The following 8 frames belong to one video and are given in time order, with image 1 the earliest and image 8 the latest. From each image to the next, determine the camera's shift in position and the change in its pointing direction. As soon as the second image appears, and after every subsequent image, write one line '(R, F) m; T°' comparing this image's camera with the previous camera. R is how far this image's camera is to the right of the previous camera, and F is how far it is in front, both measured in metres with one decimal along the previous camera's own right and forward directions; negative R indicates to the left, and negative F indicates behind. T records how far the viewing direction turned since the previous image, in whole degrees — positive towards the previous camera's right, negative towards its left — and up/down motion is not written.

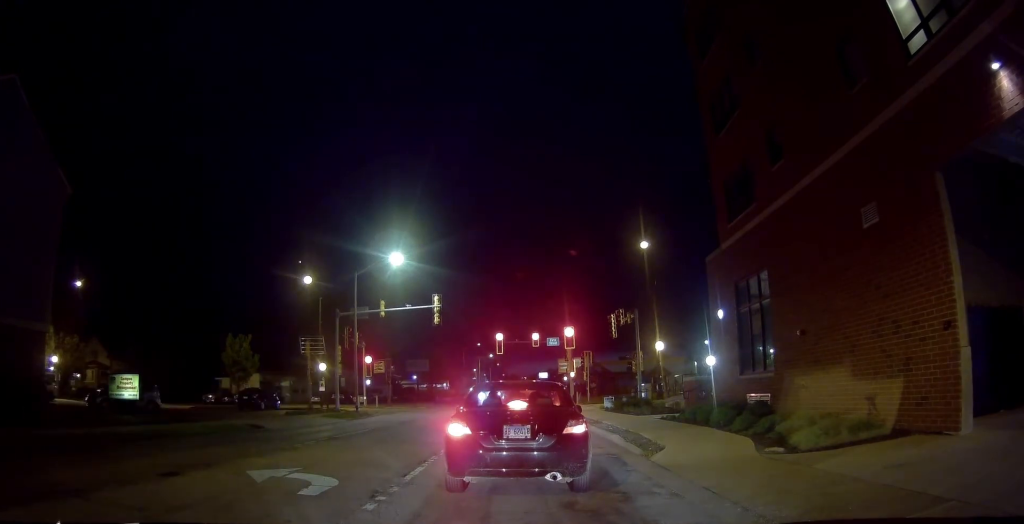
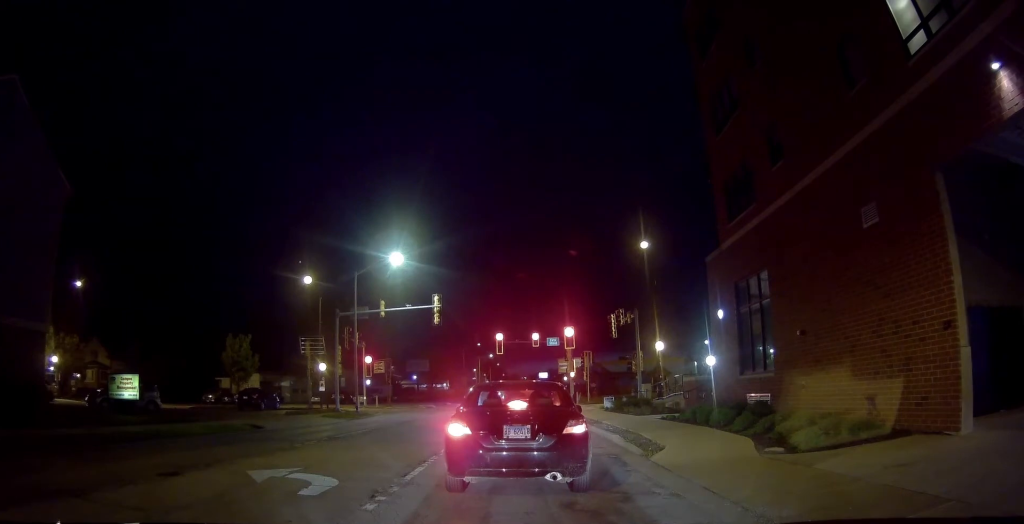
(0.0, 0.0) m; 0°
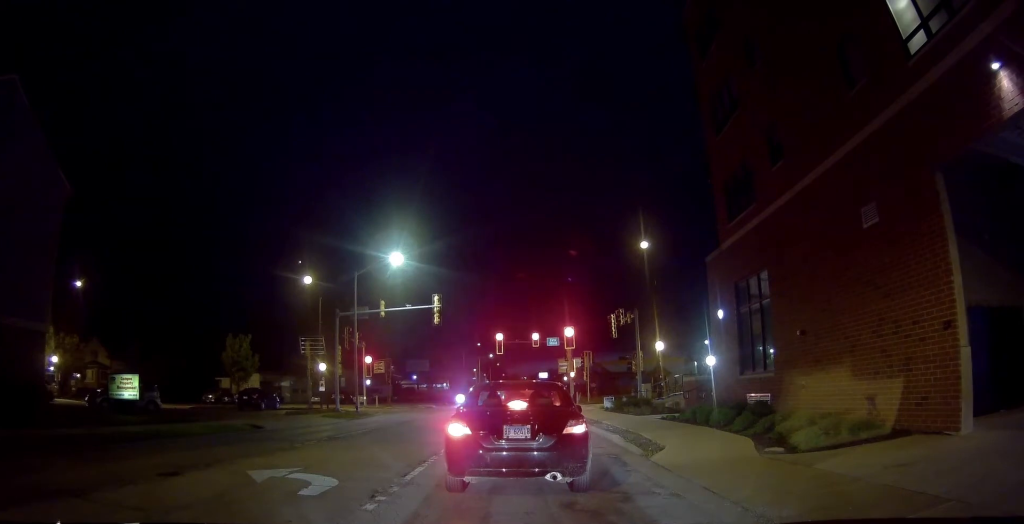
(0.0, 0.0) m; 0°
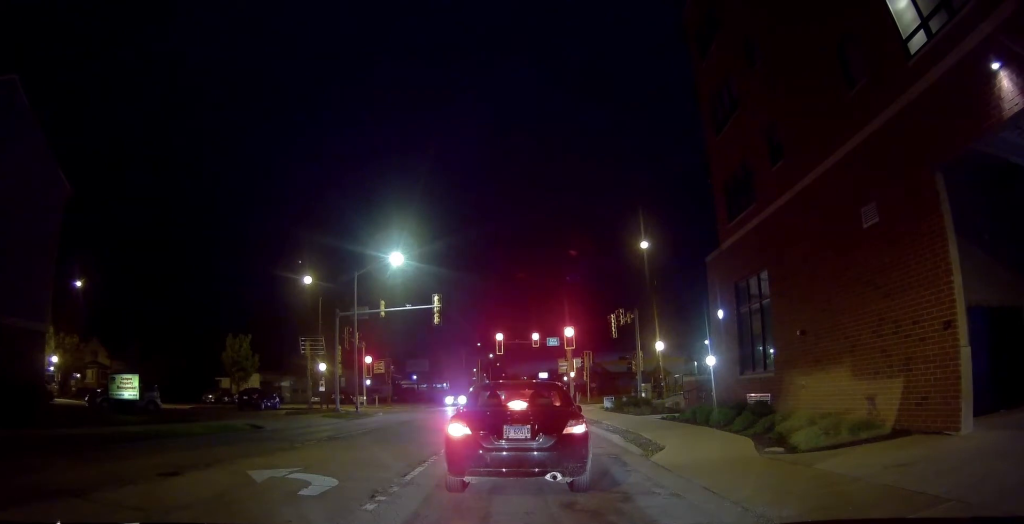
(0.0, 0.0) m; 0°
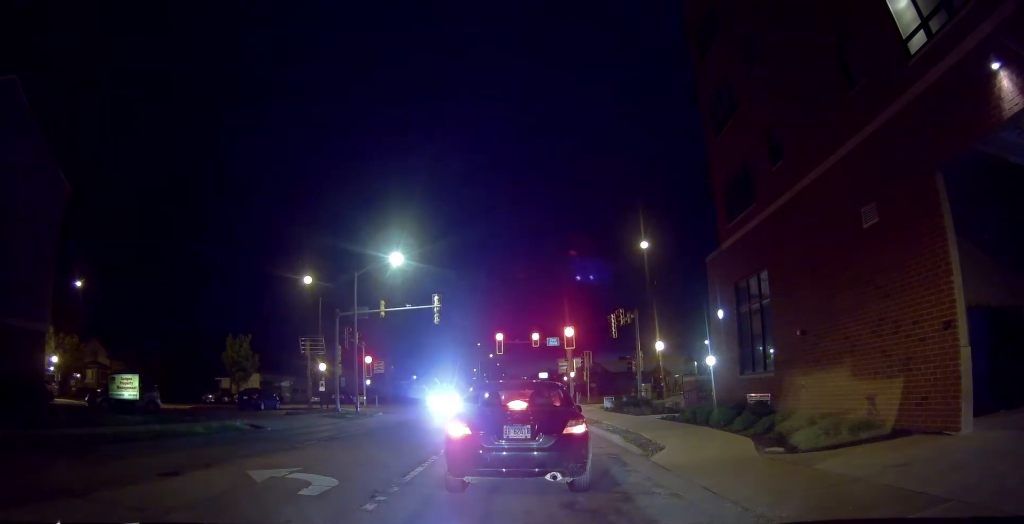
(0.0, 0.0) m; 0°
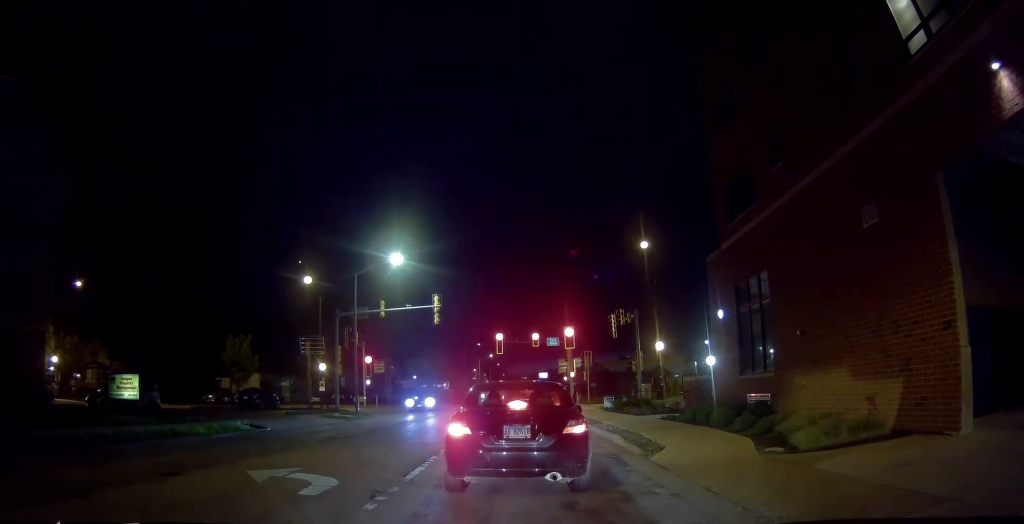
(0.0, 0.0) m; 0°
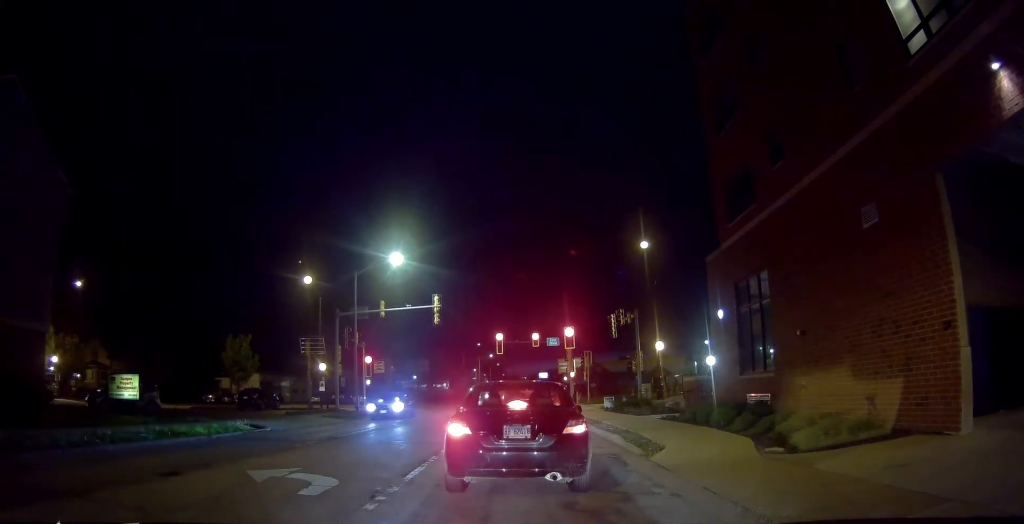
(0.0, 0.0) m; 0°
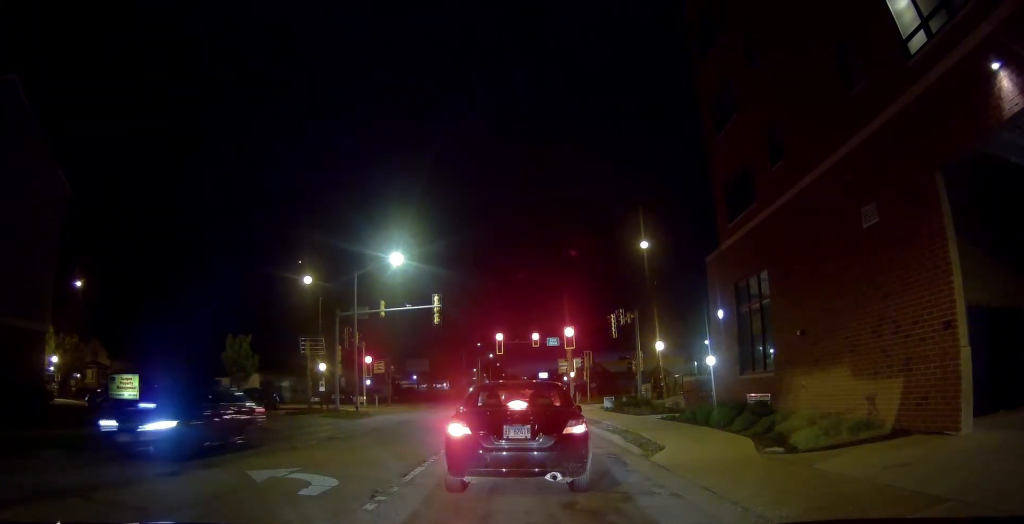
(0.0, -0.1) m; 0°
